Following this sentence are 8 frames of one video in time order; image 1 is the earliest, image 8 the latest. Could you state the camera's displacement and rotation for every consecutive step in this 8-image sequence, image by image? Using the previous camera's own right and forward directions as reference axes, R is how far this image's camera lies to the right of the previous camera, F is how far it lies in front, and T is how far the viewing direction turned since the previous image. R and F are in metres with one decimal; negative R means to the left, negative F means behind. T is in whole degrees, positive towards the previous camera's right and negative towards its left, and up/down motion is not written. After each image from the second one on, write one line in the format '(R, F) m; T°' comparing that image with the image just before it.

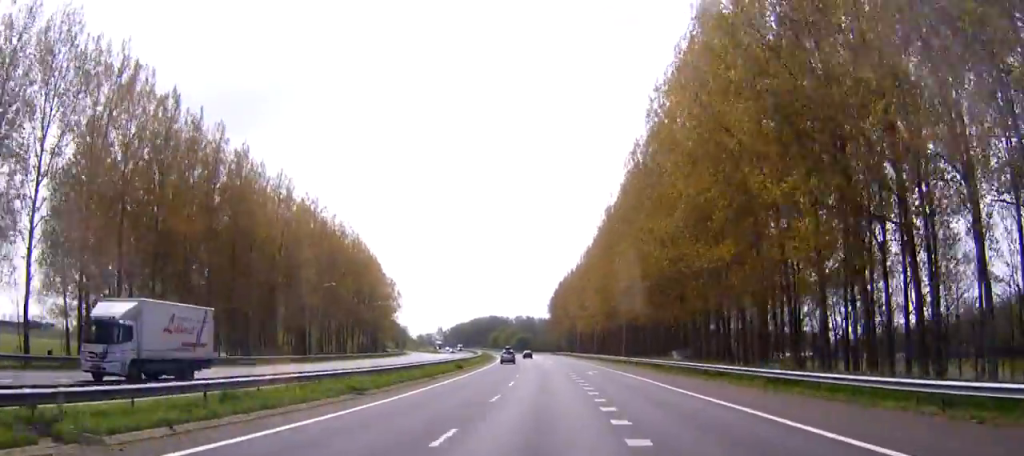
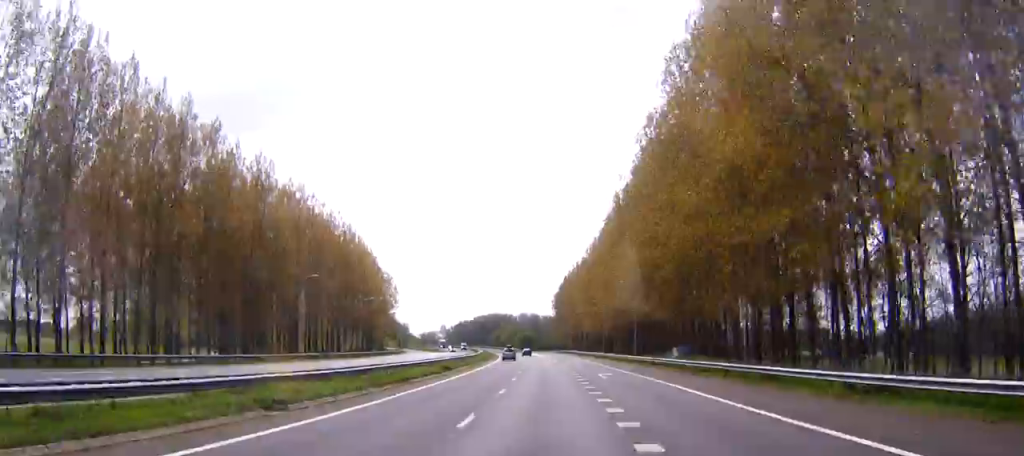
(0.0, +8.9) m; 0°
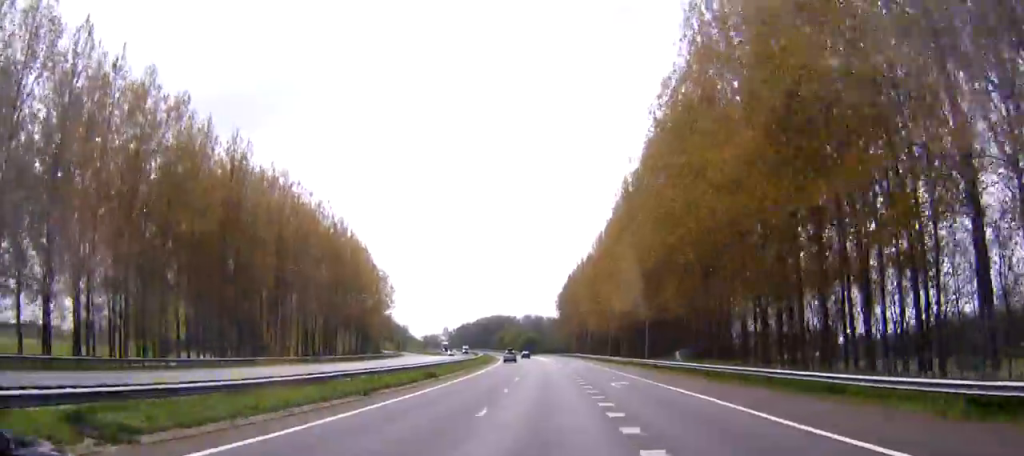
(0.0, +8.1) m; 0°
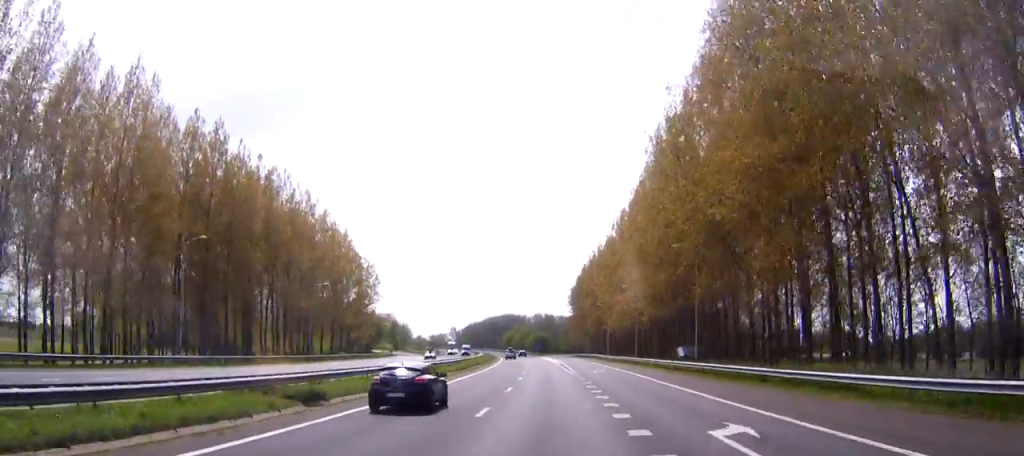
(-0.3, +24.6) m; -1°
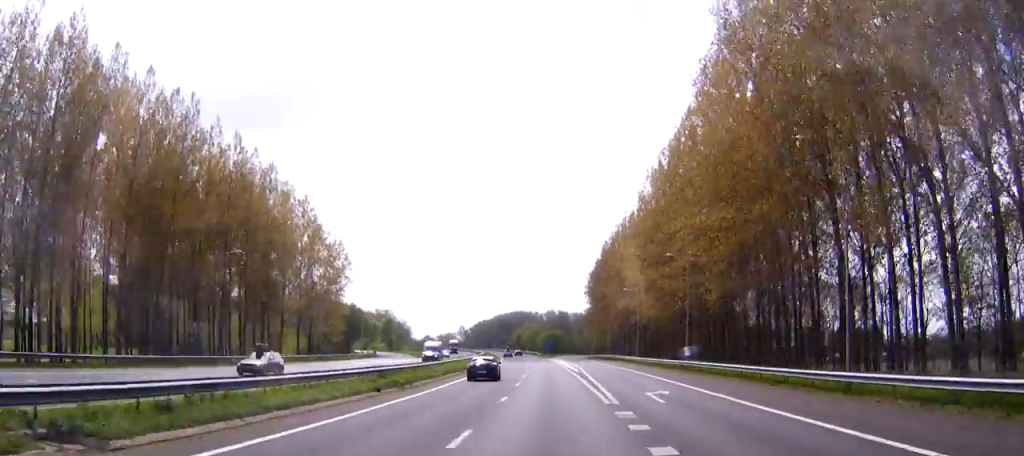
(-0.4, +30.4) m; -2°
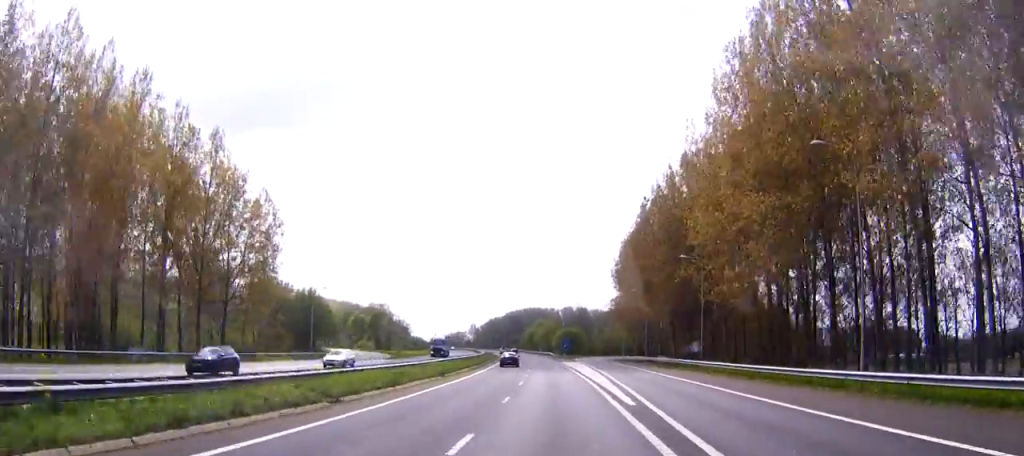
(-0.4, +37.6) m; -1°
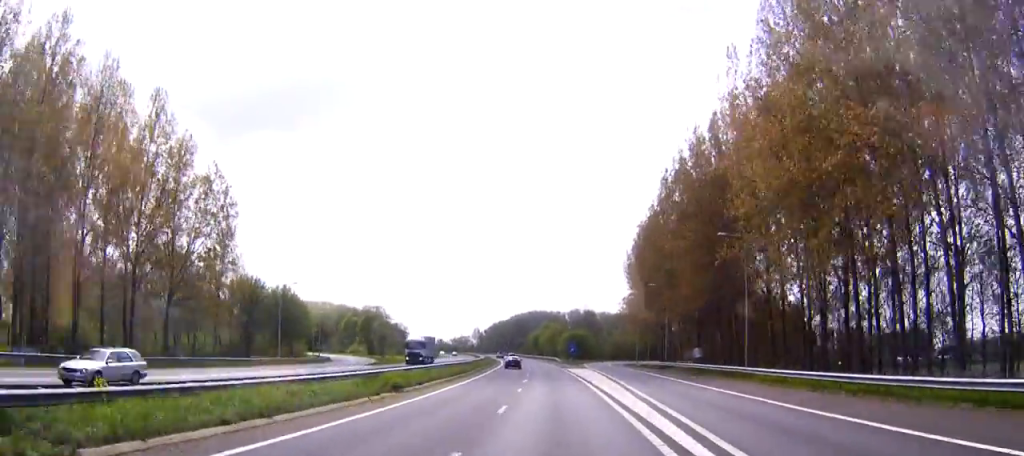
(0.0, +14.6) m; -1°
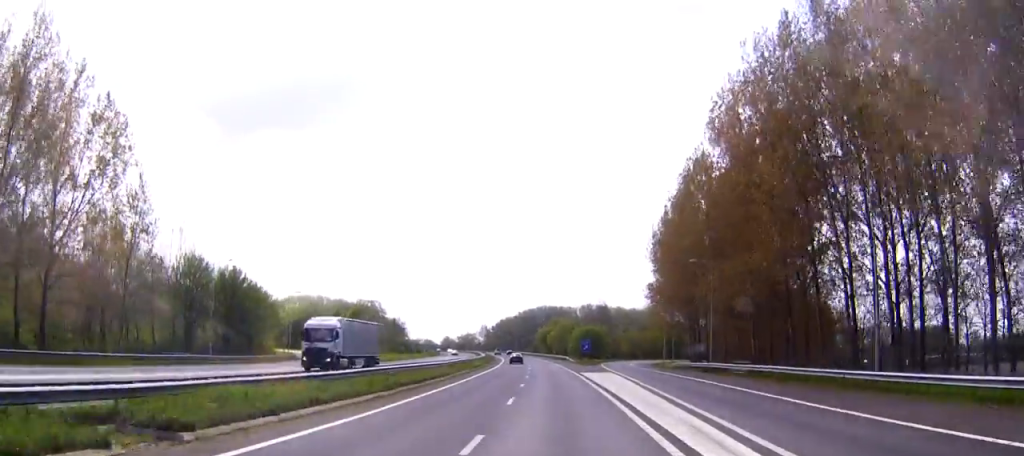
(-0.5, +21.6) m; -2°
